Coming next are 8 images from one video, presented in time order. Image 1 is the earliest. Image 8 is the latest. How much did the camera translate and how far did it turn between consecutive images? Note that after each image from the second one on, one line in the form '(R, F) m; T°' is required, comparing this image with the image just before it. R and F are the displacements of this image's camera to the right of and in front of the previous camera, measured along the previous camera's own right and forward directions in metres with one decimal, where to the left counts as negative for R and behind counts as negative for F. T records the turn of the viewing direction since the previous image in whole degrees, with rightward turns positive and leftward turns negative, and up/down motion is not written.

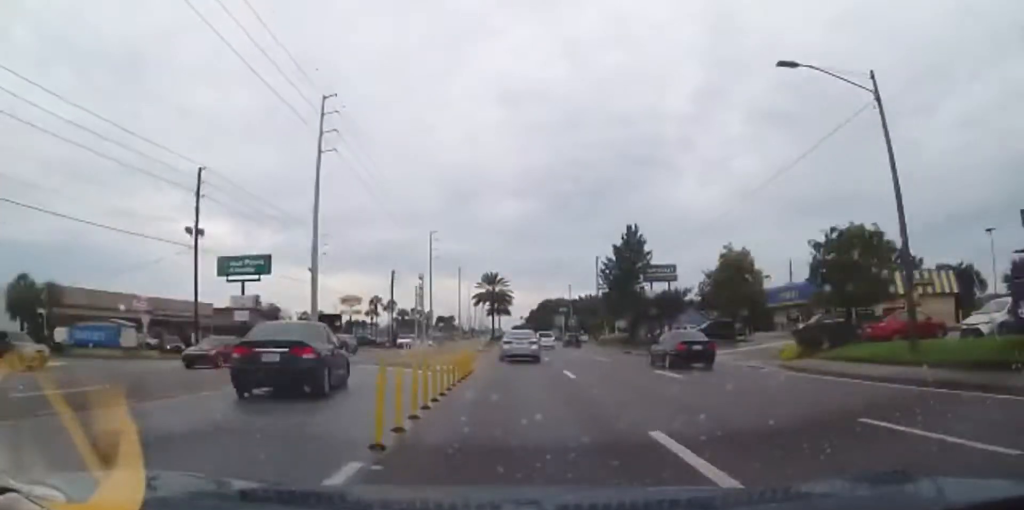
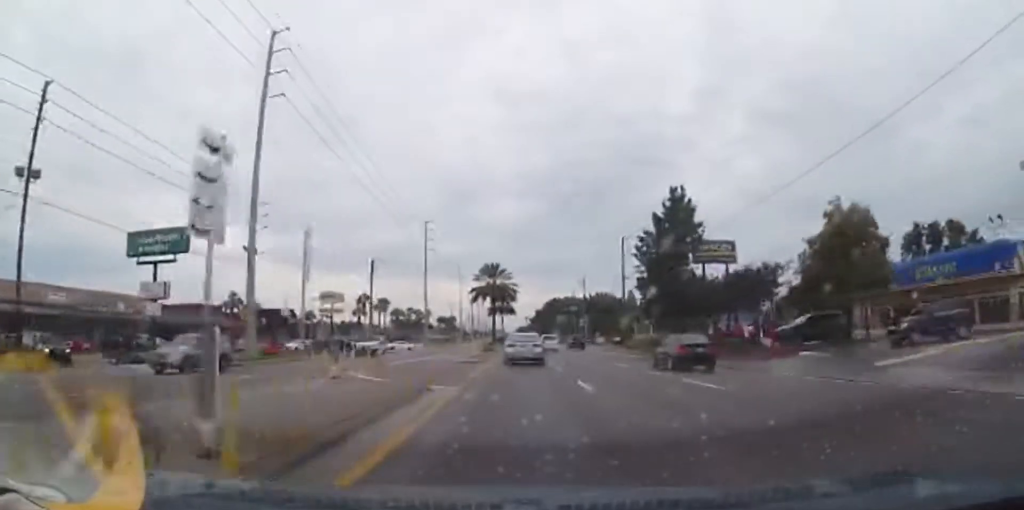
(0.0, +15.5) m; 0°
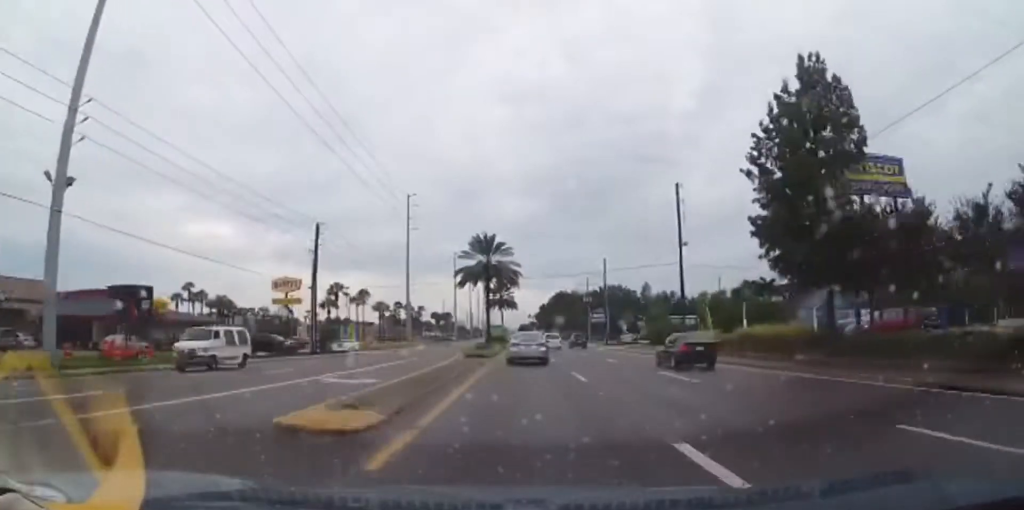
(0.0, +21.8) m; -1°
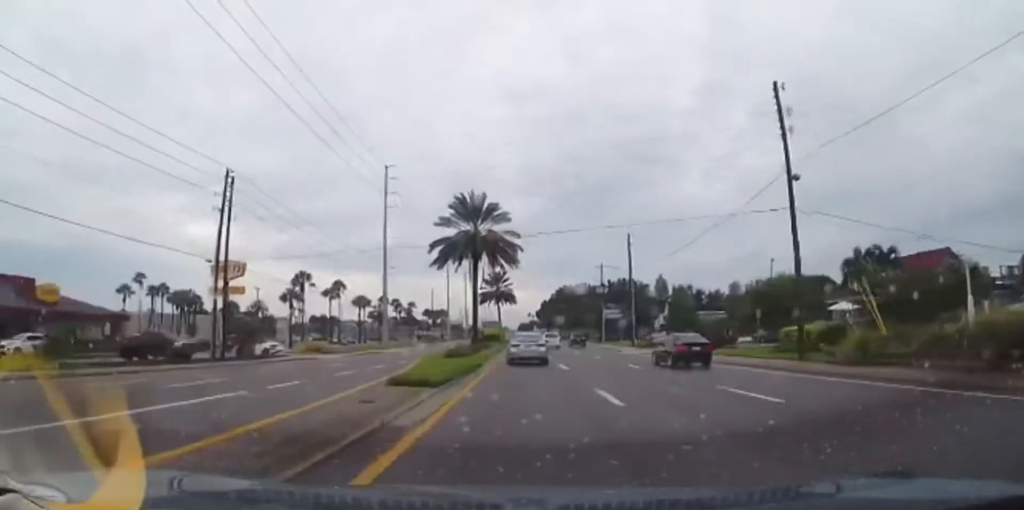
(0.0, +17.8) m; 0°
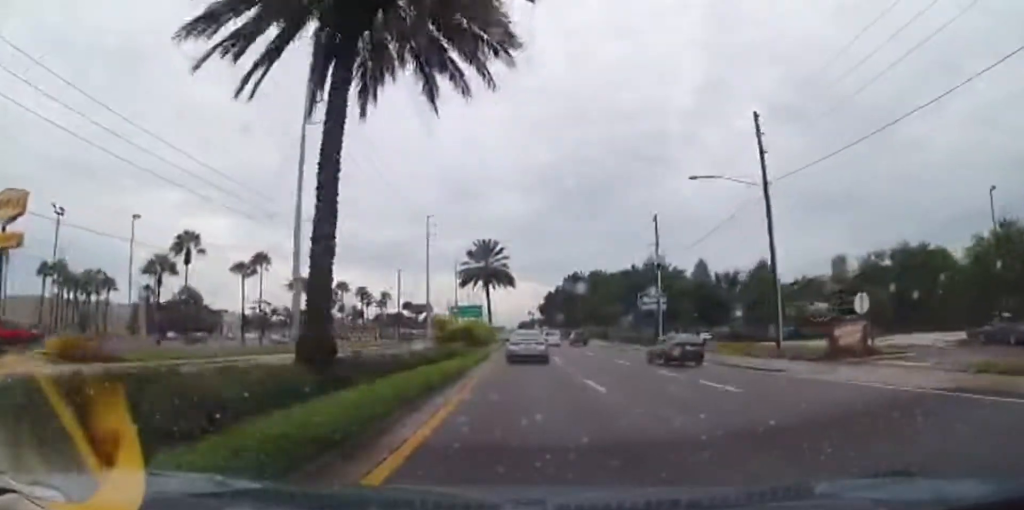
(-0.1, +34.5) m; 0°
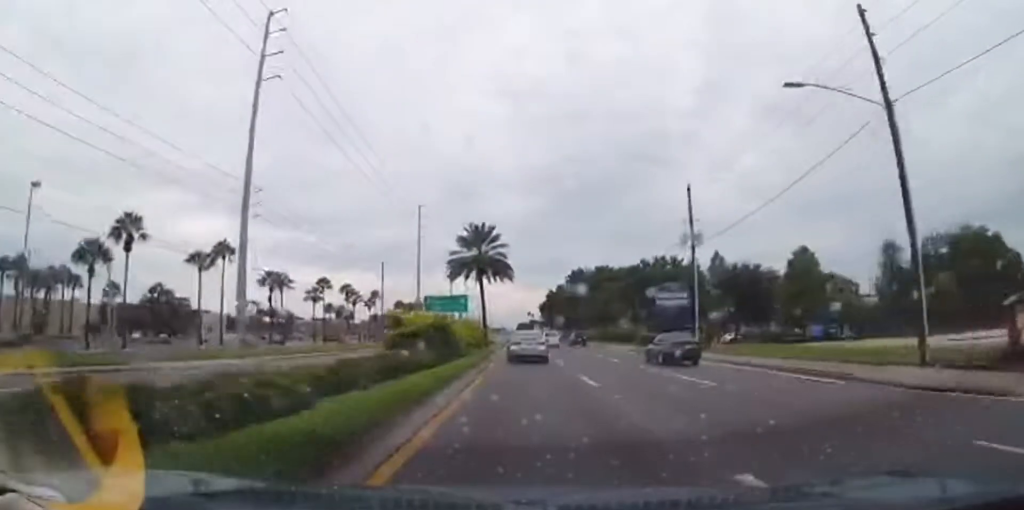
(-0.1, +10.5) m; 0°
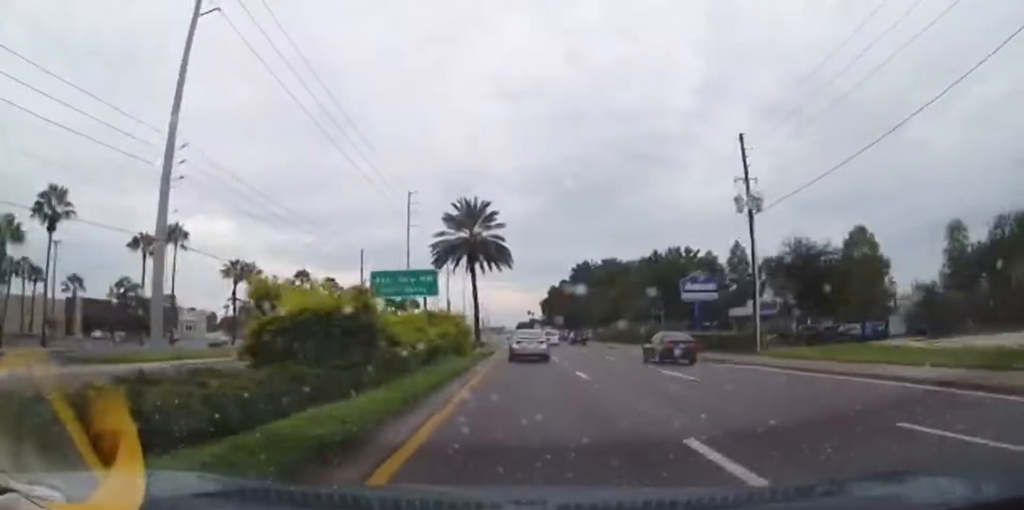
(+0.1, +10.6) m; 0°
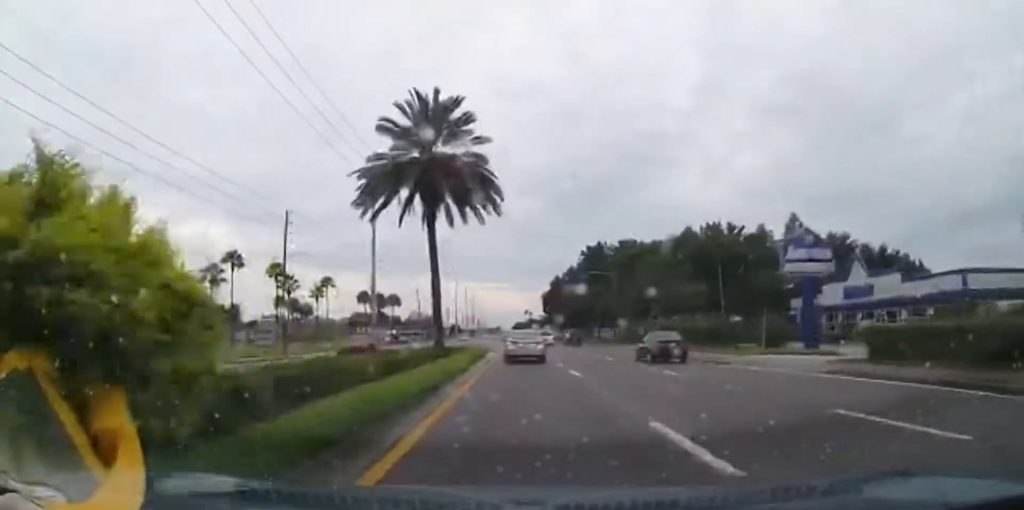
(+0.1, +23.1) m; 0°
